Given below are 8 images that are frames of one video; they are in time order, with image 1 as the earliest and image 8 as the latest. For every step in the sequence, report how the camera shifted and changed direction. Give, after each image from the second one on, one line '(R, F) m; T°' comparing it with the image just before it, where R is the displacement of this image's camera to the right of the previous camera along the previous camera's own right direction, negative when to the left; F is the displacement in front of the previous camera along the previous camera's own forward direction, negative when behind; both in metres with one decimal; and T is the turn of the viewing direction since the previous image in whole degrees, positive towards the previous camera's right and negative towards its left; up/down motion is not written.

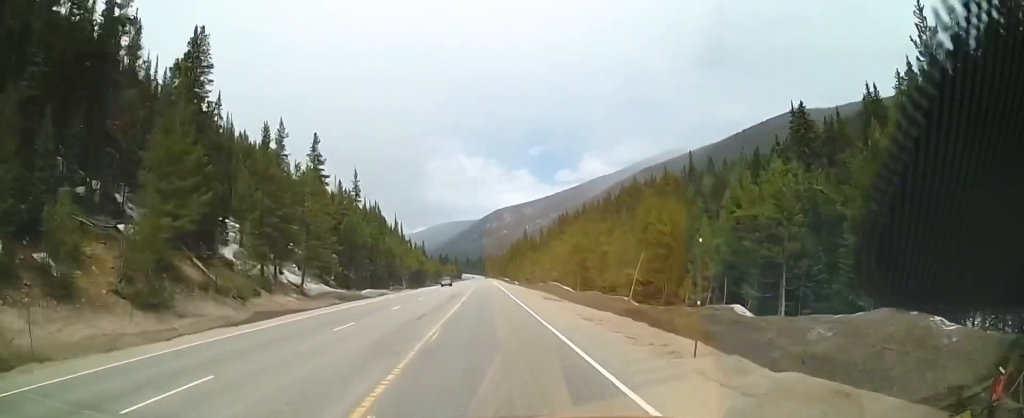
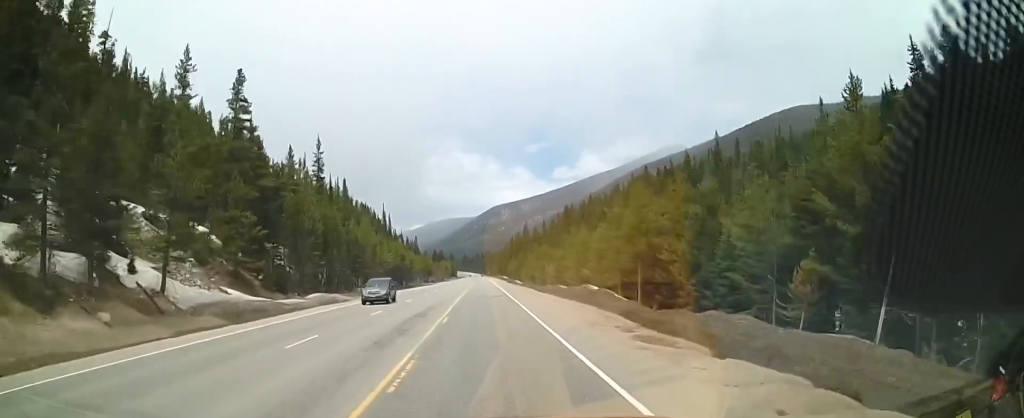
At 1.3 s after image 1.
(+0.4, +29.7) m; +1°
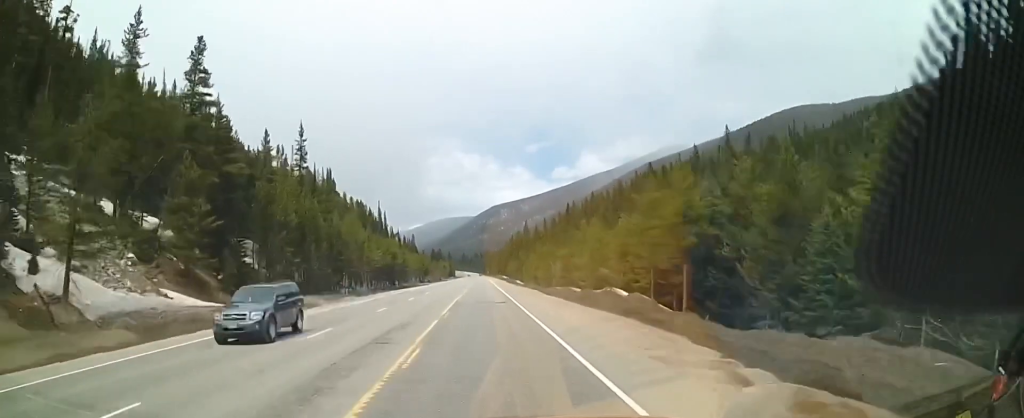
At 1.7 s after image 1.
(+0.2, +10.1) m; 0°
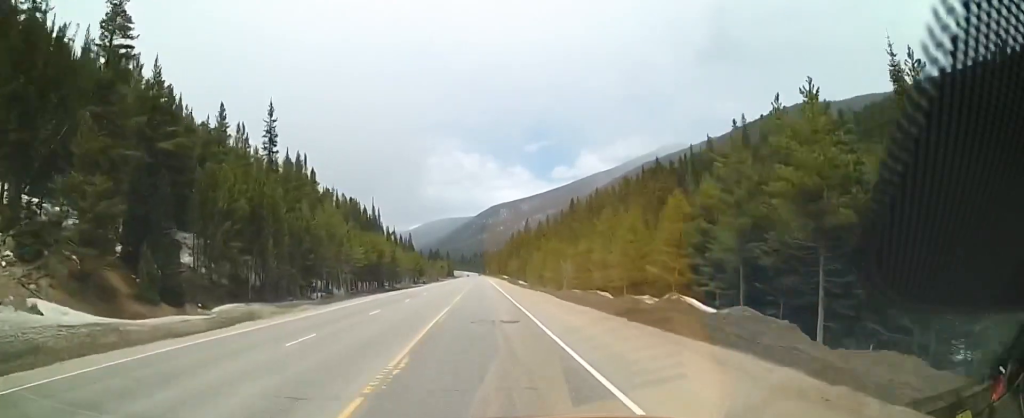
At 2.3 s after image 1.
(+0.1, +14.1) m; 0°
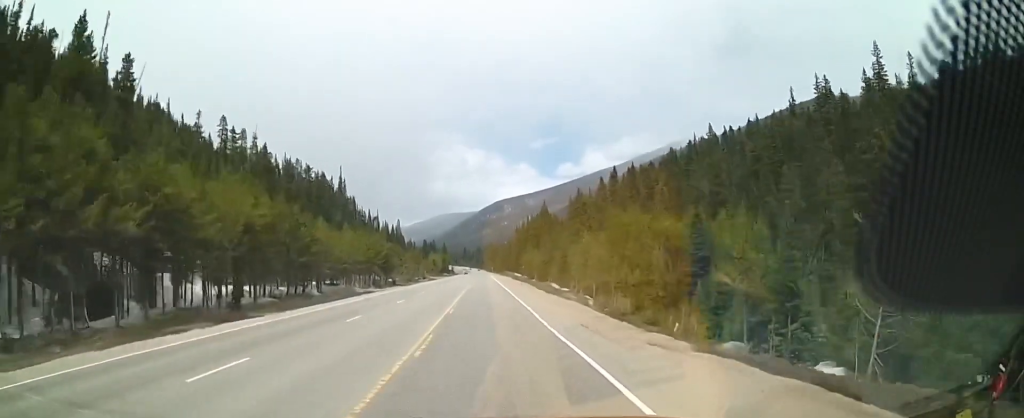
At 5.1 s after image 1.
(-1.4, +67.4) m; -1°
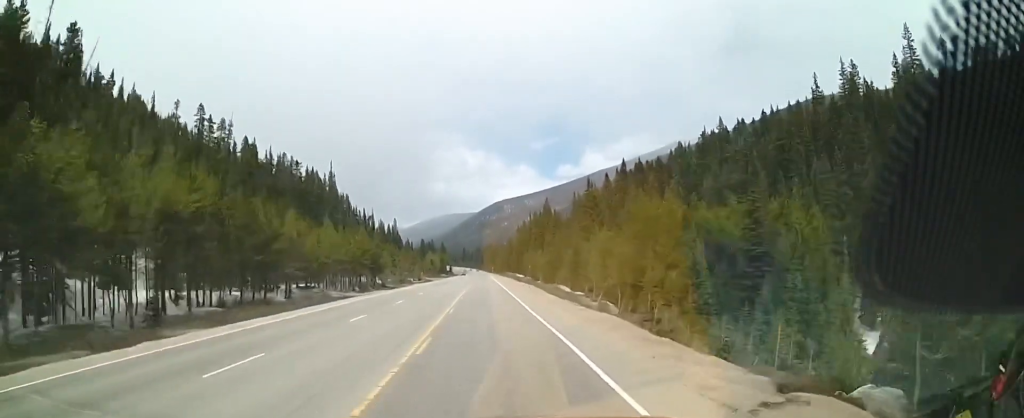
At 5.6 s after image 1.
(0.0, +11.7) m; 0°
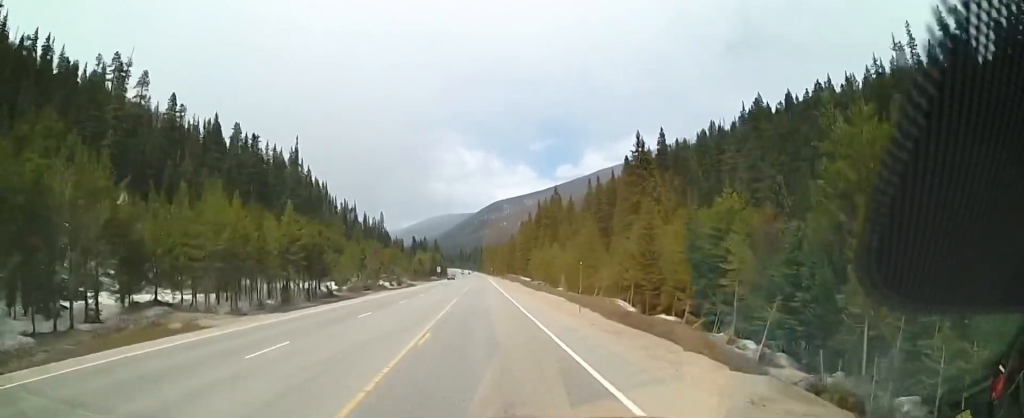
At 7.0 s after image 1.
(0.0, +35.2) m; 0°
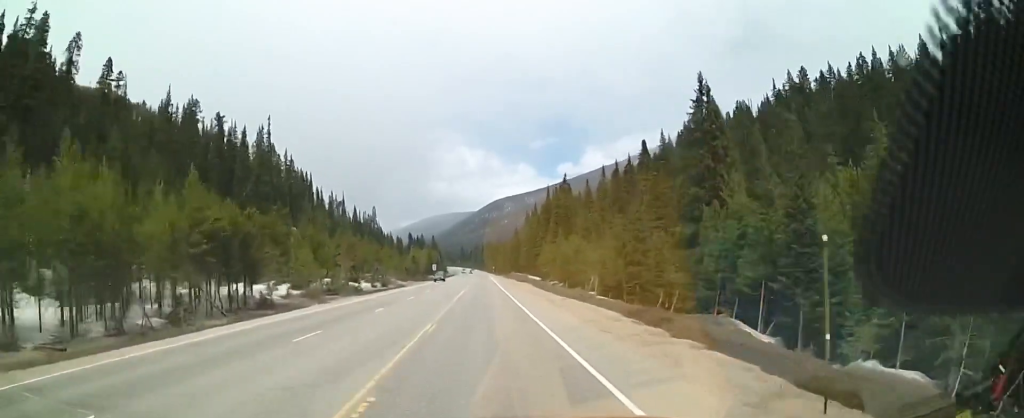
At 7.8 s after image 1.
(0.0, +21.1) m; +1°
